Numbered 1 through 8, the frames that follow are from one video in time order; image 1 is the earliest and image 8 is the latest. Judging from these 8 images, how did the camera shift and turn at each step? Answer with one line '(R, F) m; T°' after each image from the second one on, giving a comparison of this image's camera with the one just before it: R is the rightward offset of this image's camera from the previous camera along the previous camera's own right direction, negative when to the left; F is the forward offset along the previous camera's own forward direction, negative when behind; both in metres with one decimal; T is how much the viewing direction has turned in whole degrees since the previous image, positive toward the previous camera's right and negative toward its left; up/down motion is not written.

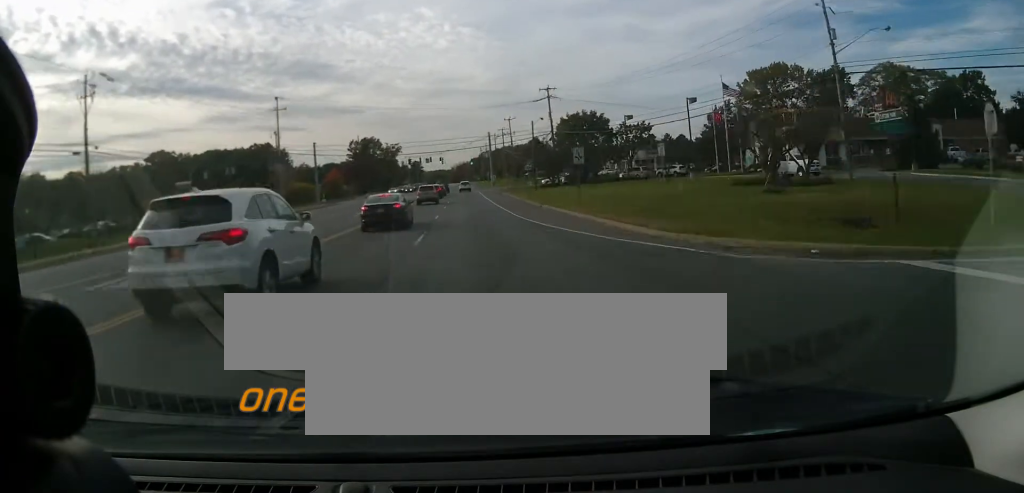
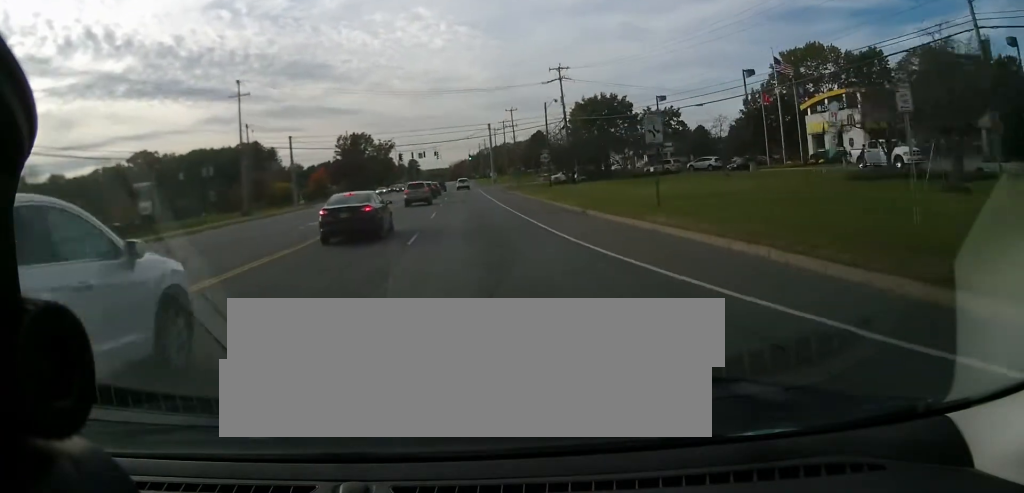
(+0.1, +14.1) m; 0°
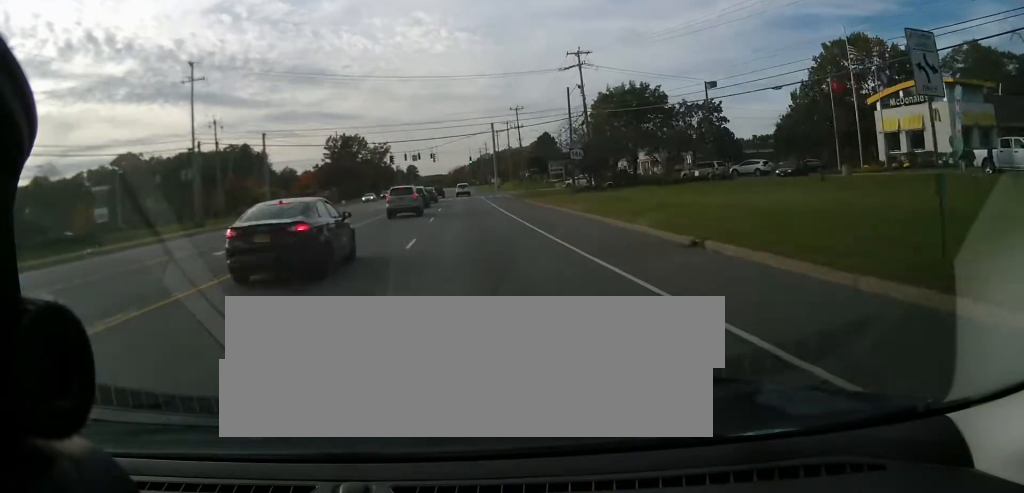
(0.0, +13.1) m; -1°
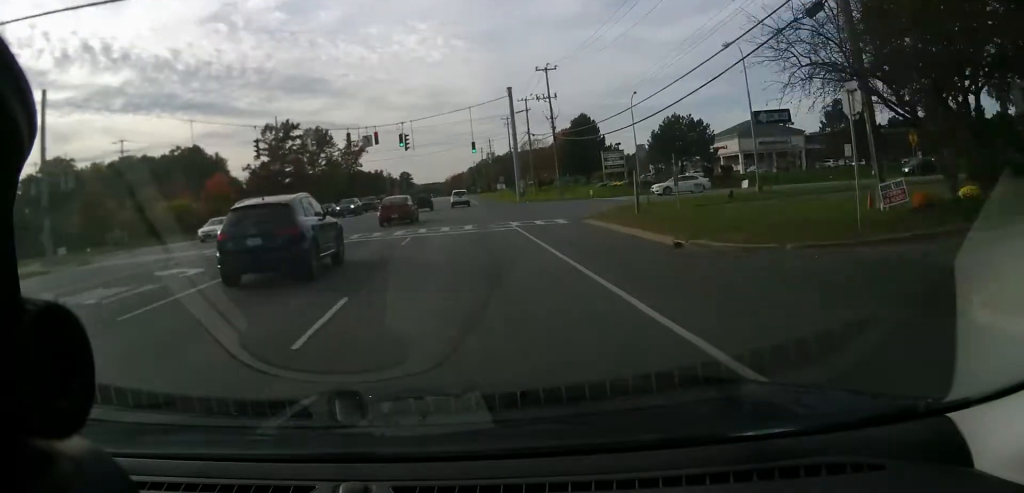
(+0.7, +46.9) m; +2°
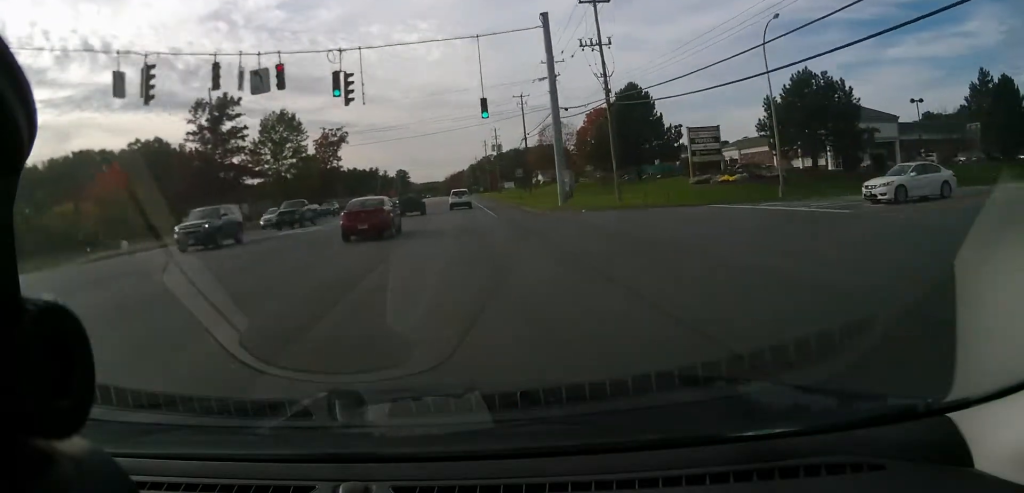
(0.0, +27.5) m; 0°
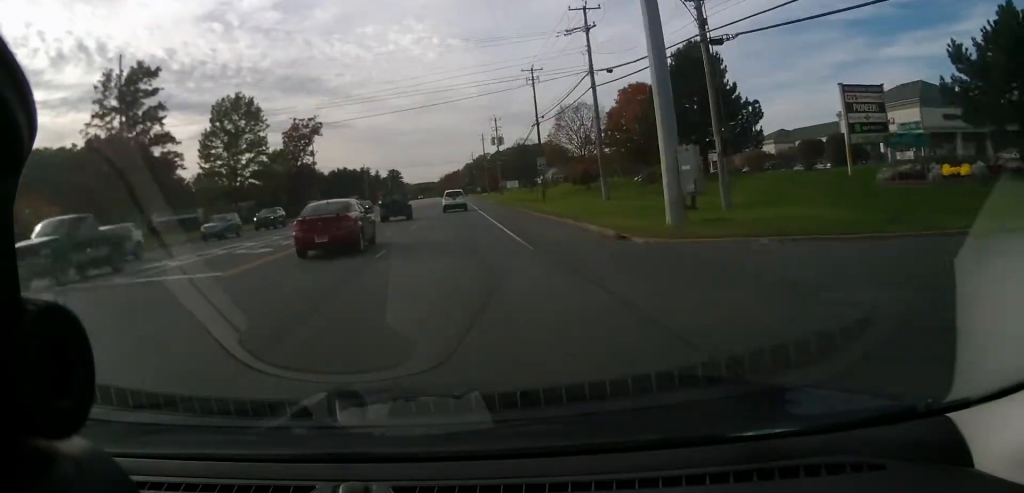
(0.0, +20.3) m; 0°
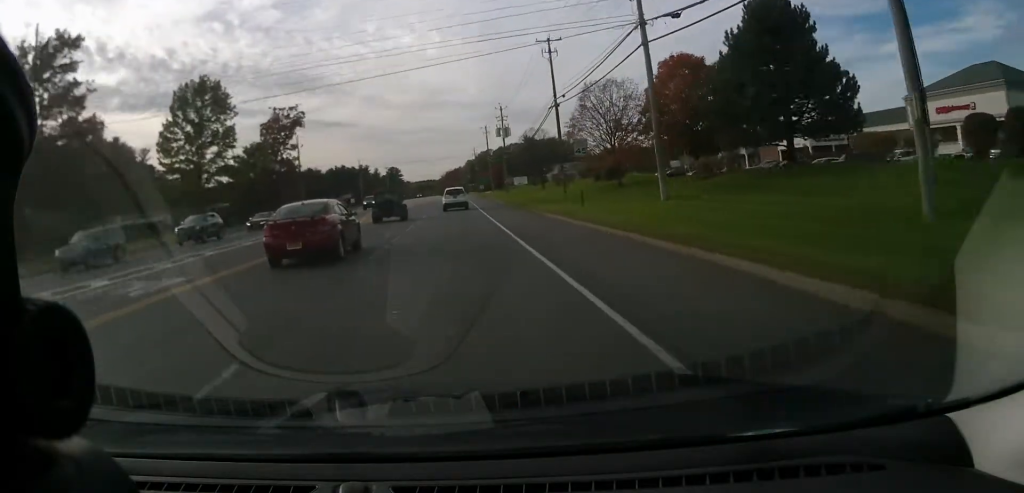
(+0.1, +13.4) m; 0°
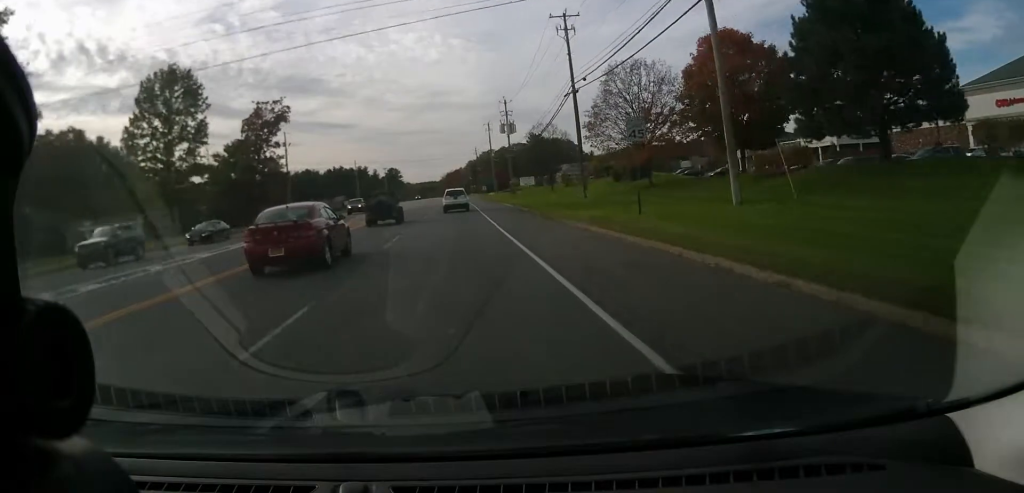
(0.0, +9.2) m; 0°
